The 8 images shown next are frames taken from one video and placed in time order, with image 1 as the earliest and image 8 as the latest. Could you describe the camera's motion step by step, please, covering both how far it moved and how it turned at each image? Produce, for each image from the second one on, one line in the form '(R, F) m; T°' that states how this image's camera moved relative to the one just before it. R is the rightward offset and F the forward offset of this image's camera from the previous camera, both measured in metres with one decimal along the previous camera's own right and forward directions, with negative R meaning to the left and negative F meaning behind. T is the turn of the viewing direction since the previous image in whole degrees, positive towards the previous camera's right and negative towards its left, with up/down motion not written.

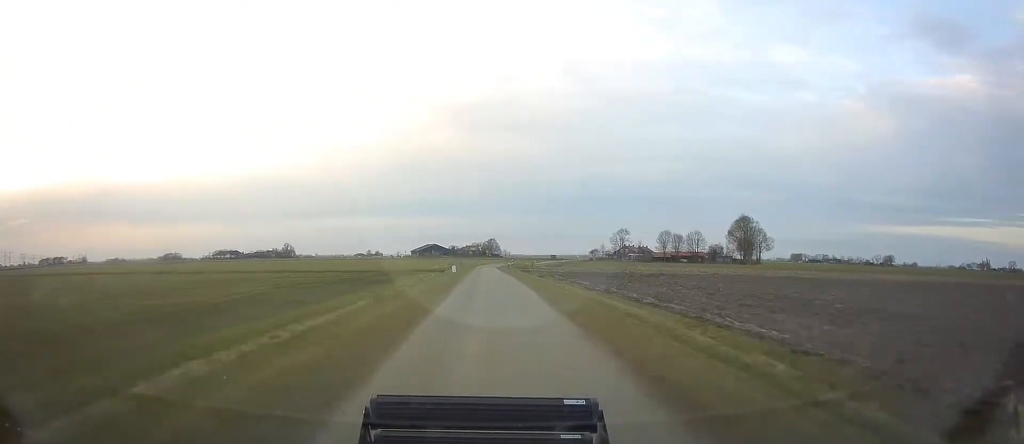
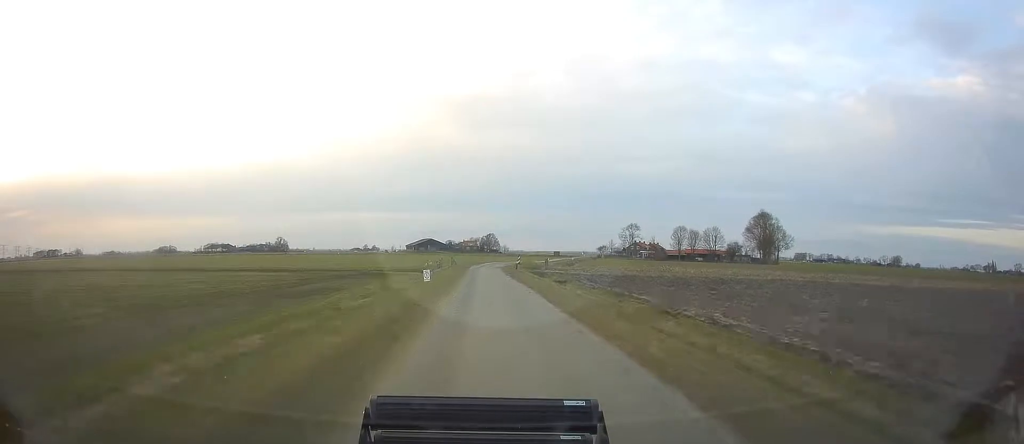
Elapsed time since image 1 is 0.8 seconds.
(-0.3, +23.1) m; -1°
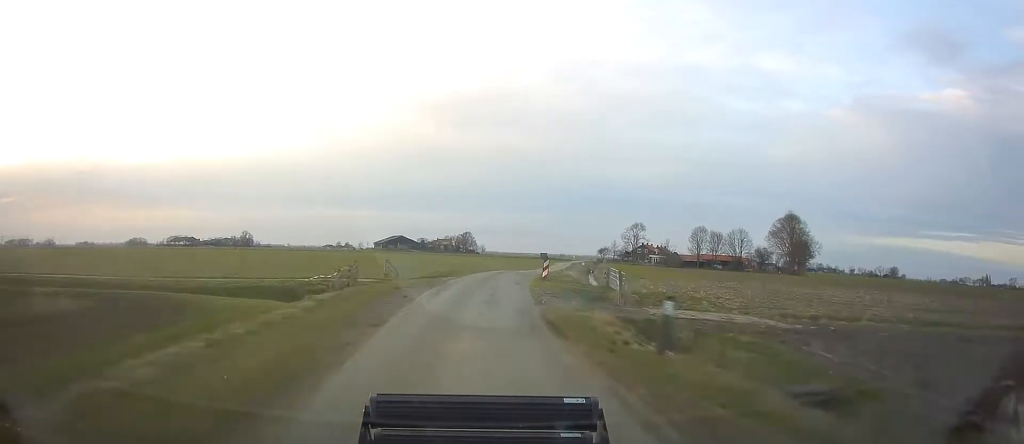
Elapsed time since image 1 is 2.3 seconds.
(+0.2, +45.8) m; +3°
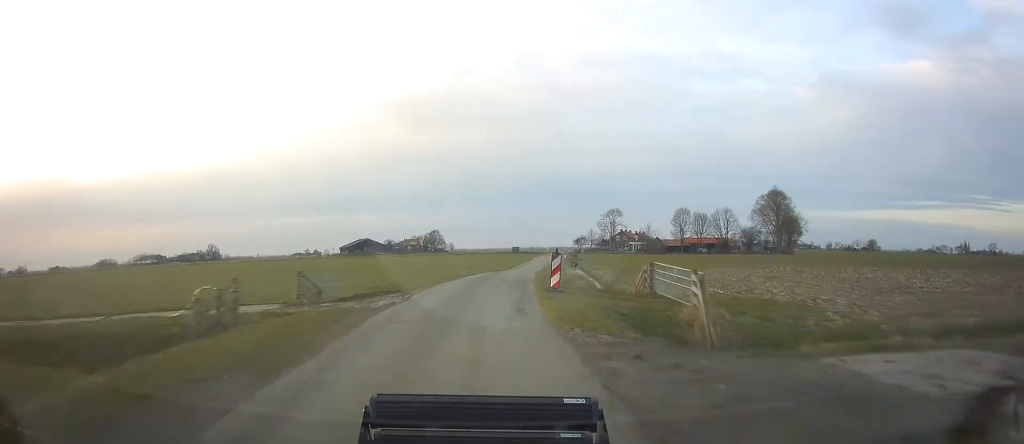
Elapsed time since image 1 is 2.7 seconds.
(+0.4, +12.8) m; +2°
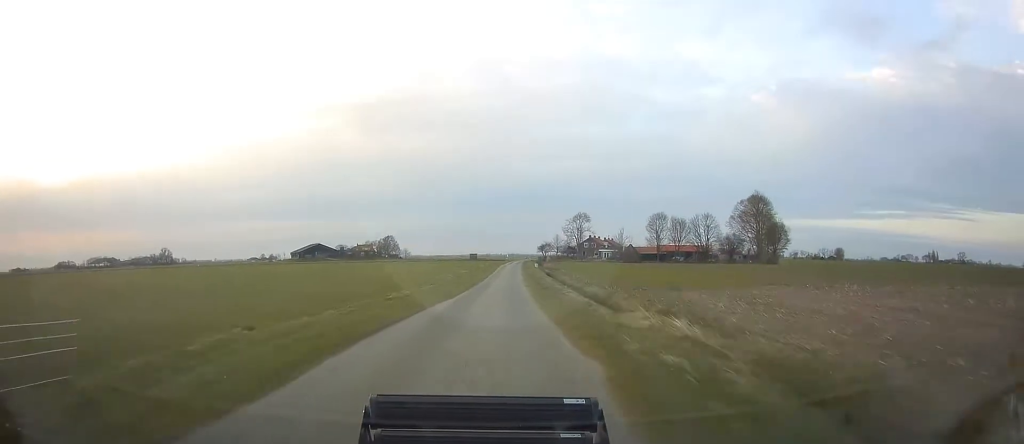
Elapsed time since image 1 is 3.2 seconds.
(+0.4, +17.2) m; +3°
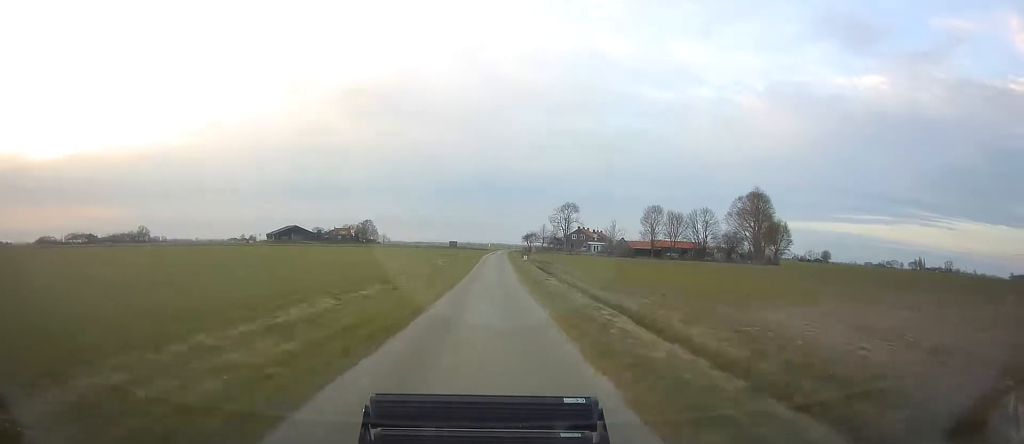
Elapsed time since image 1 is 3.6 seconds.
(+0.3, +13.2) m; +2°
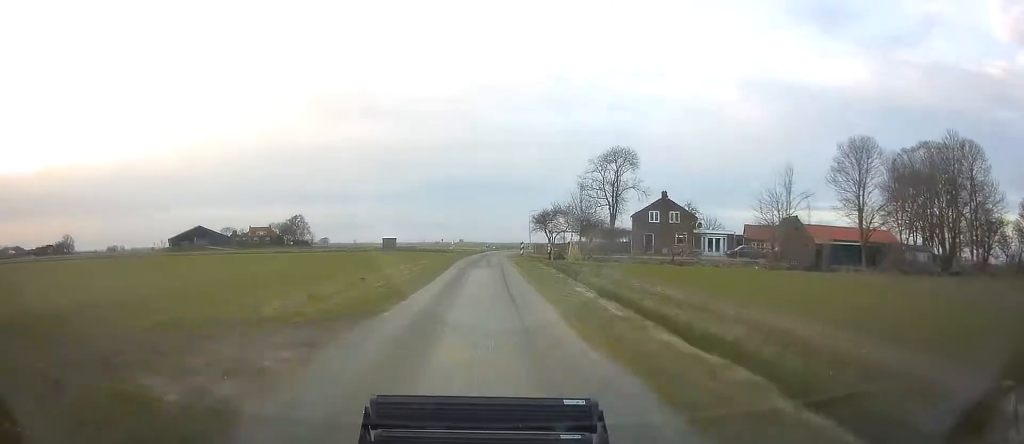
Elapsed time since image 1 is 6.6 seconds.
(+5.2, +100.3) m; +4°
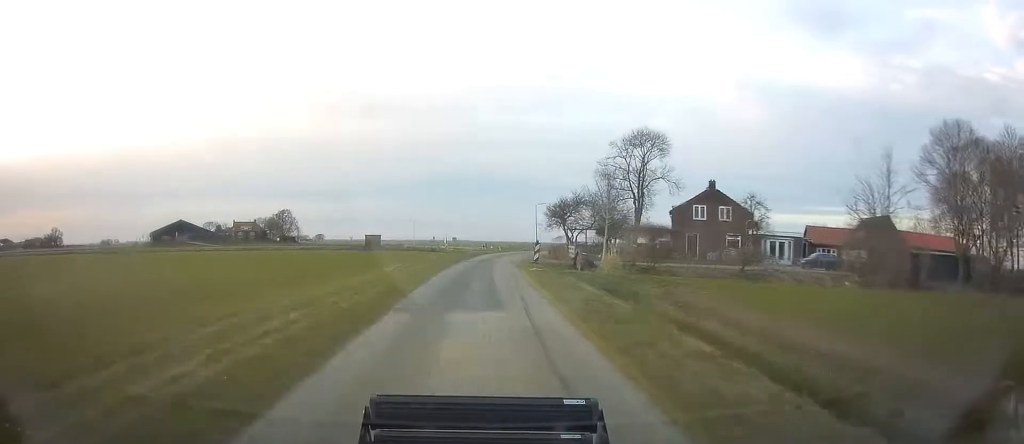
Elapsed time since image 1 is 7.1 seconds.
(+0.1, +16.6) m; +1°
